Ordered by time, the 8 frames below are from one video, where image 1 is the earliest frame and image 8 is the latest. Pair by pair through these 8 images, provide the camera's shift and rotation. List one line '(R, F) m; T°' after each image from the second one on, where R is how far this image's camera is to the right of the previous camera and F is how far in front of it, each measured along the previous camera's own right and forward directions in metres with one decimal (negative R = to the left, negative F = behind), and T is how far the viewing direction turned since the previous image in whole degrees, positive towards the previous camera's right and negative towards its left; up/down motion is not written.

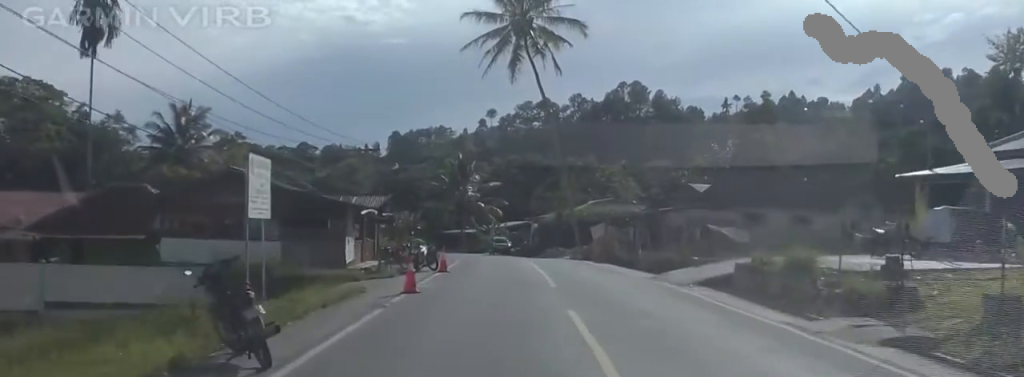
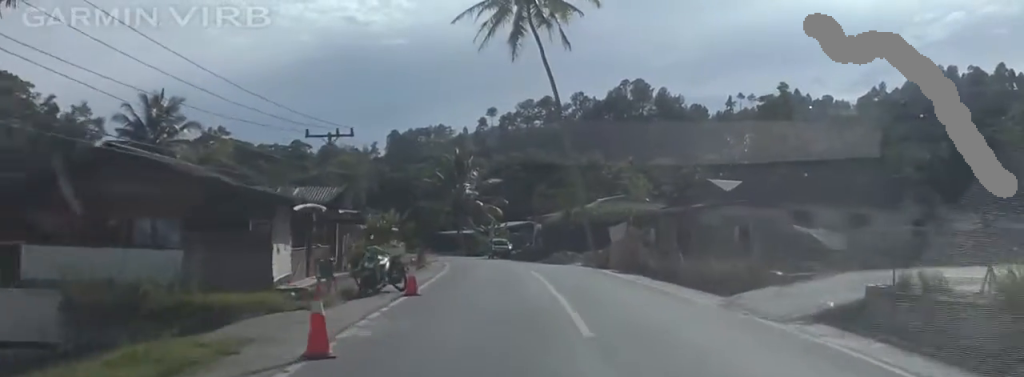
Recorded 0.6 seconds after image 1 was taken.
(0.0, +9.0) m; 0°
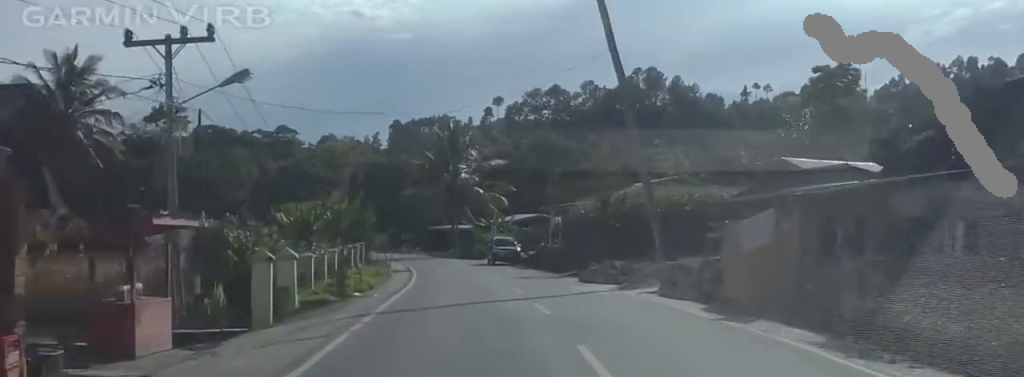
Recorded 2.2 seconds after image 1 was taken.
(0.0, +21.8) m; 0°
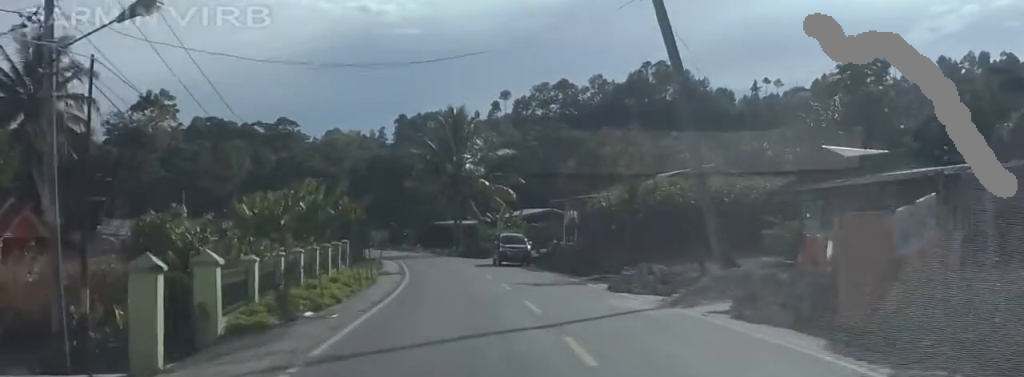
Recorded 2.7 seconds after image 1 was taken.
(0.0, +6.7) m; -1°
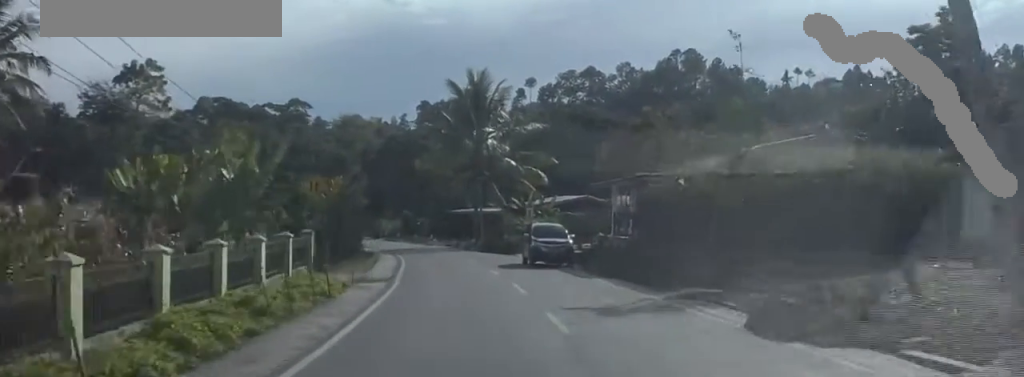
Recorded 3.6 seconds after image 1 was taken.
(+0.1, +12.5) m; -5°
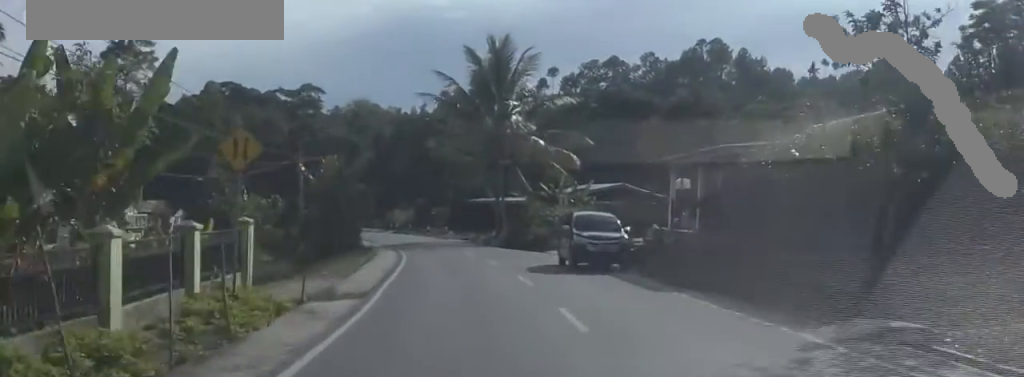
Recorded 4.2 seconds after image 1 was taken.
(-1.0, +8.9) m; 0°
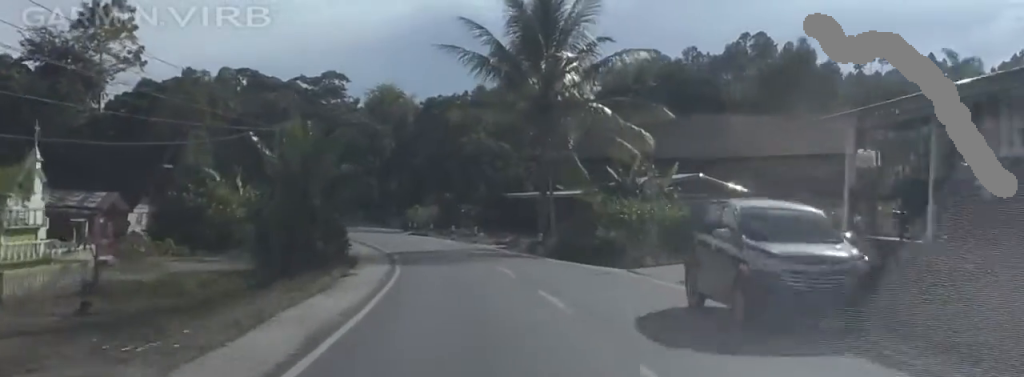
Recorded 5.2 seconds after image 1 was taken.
(+0.6, +14.1) m; 0°
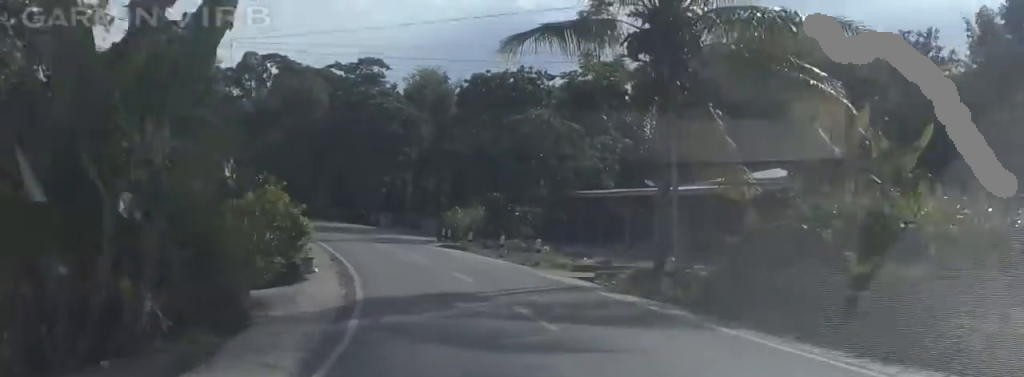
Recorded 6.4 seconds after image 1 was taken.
(-1.2, +17.4) m; -9°
